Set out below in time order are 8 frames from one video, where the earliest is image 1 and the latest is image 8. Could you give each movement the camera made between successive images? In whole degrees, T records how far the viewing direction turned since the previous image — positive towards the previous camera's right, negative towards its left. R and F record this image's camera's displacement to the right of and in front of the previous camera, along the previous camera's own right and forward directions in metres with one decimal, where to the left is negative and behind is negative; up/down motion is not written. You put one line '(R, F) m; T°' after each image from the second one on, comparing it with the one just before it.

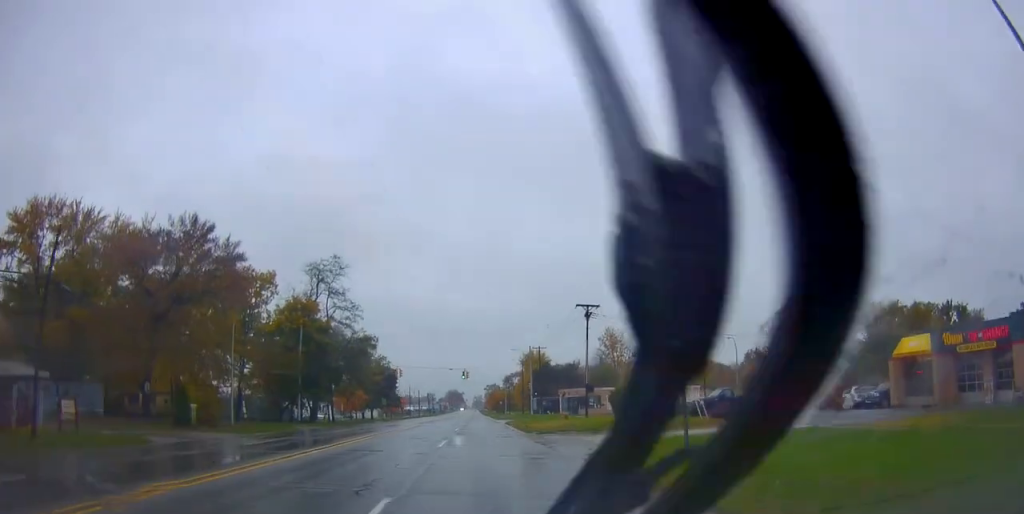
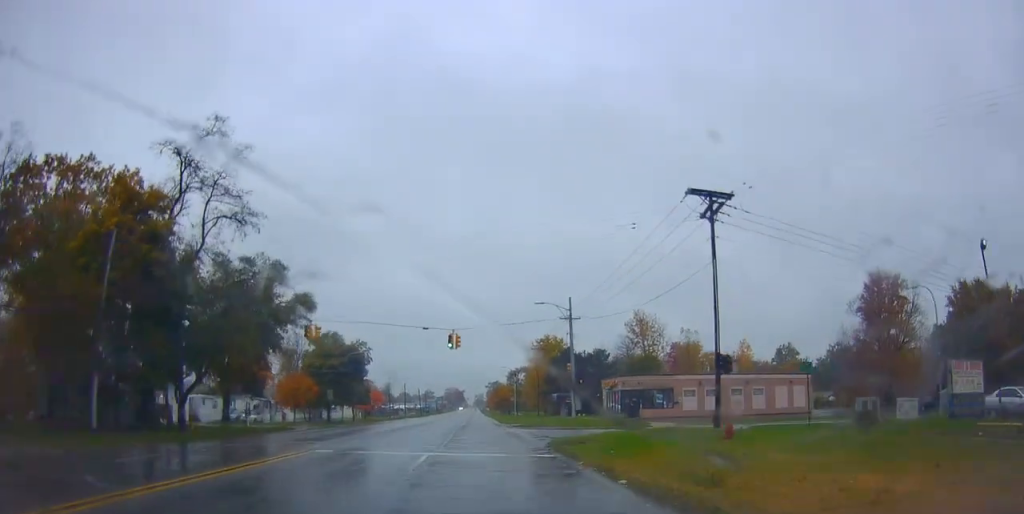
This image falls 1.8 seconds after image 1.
(0.0, +33.9) m; 0°
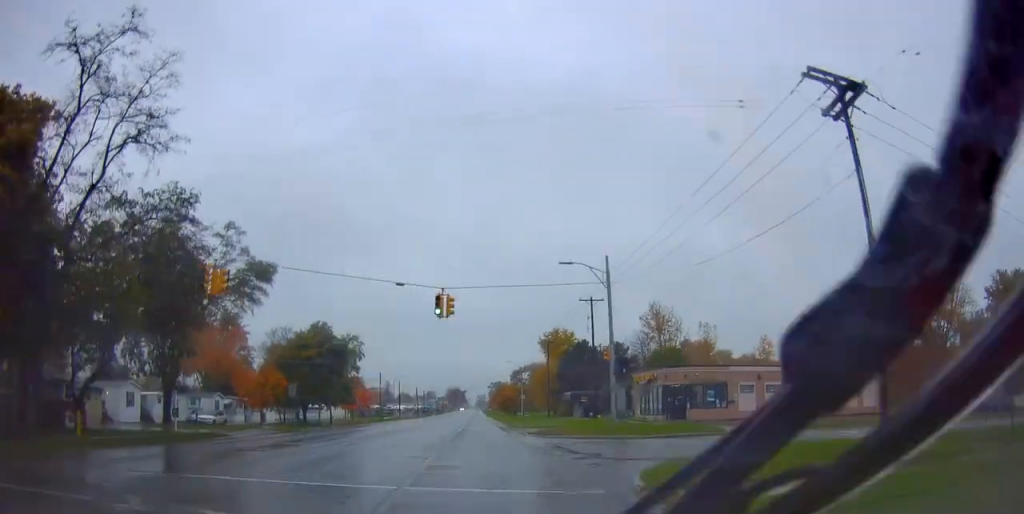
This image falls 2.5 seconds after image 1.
(0.0, +12.5) m; -1°
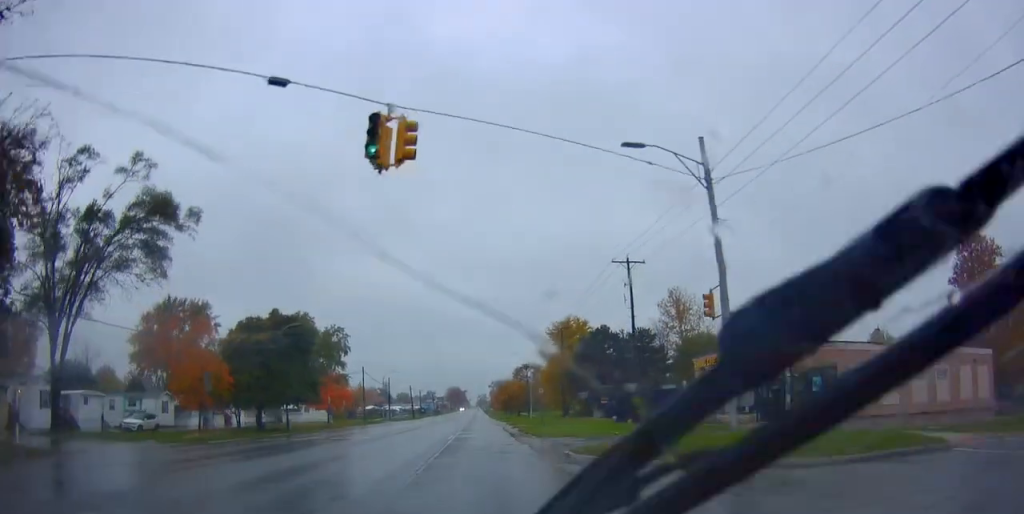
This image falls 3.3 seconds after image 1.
(-0.2, +15.0) m; -1°
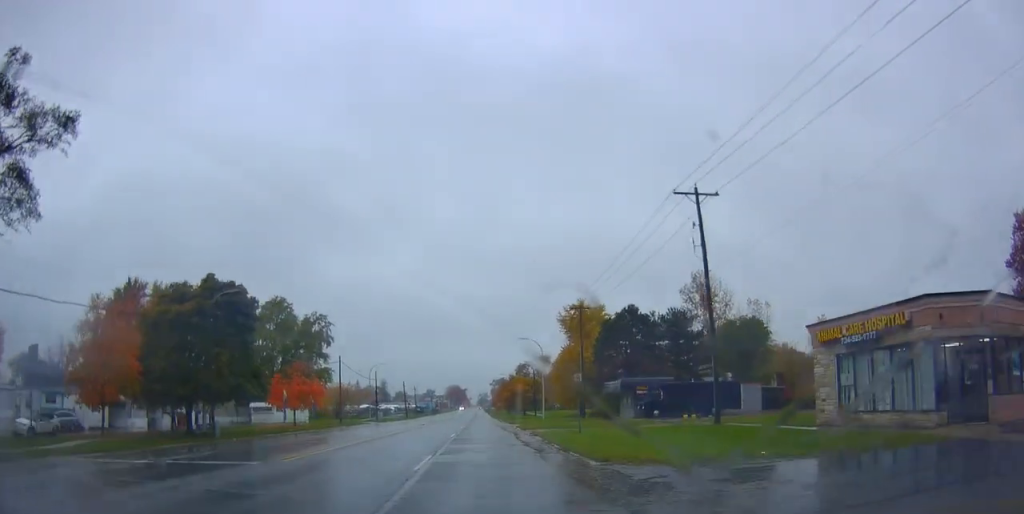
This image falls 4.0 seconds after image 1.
(-0.2, +14.3) m; 0°
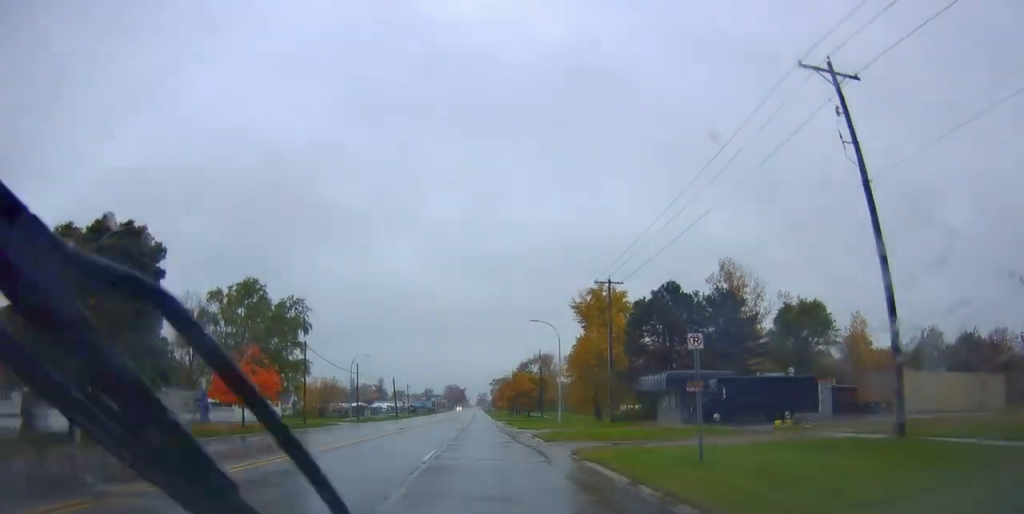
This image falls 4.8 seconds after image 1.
(+0.3, +13.6) m; +1°
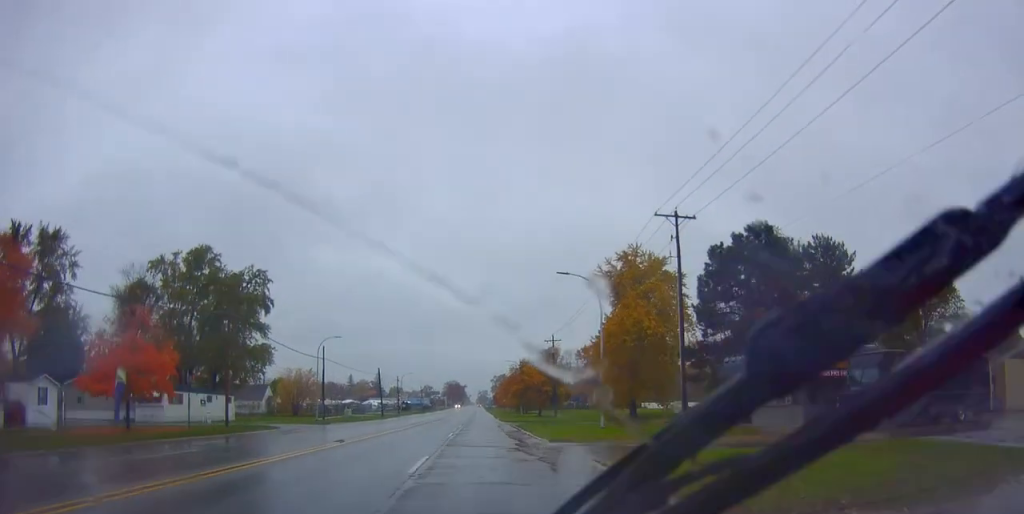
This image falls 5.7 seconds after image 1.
(0.0, +17.1) m; 0°
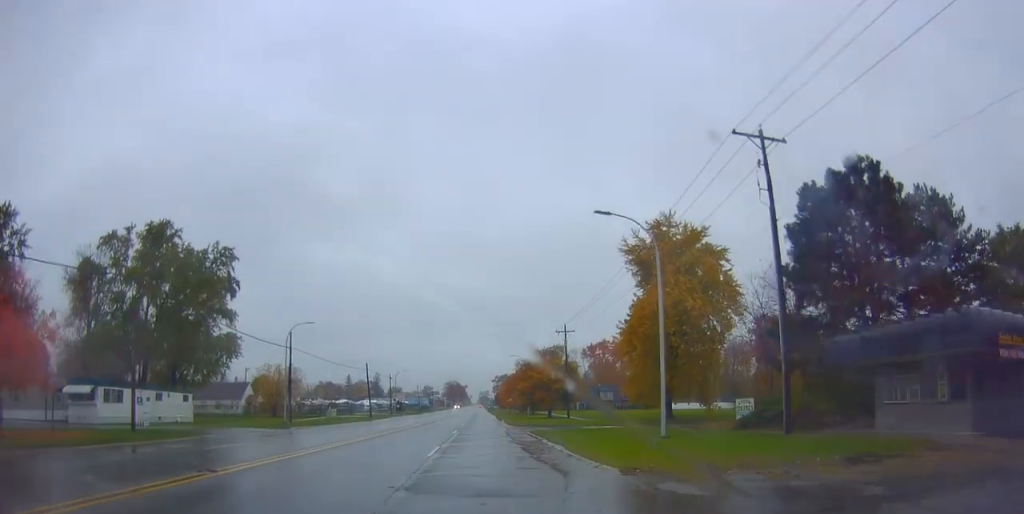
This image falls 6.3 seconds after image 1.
(0.0, +11.0) m; 0°
